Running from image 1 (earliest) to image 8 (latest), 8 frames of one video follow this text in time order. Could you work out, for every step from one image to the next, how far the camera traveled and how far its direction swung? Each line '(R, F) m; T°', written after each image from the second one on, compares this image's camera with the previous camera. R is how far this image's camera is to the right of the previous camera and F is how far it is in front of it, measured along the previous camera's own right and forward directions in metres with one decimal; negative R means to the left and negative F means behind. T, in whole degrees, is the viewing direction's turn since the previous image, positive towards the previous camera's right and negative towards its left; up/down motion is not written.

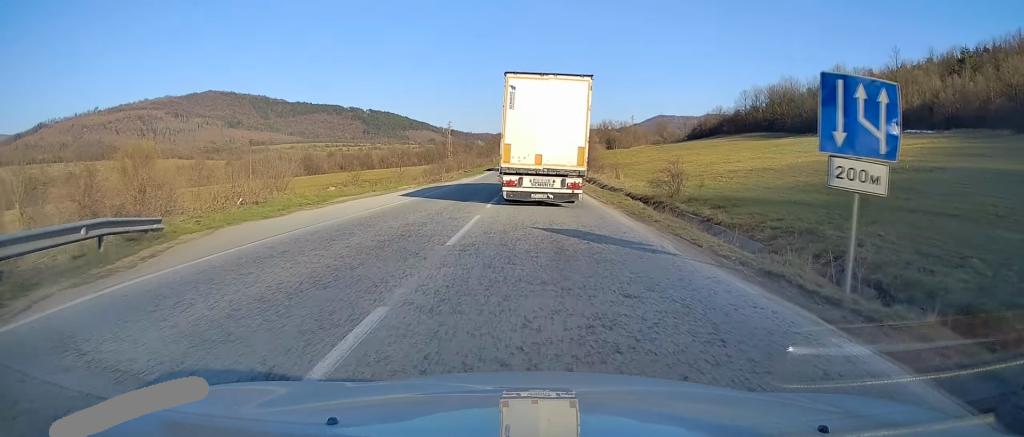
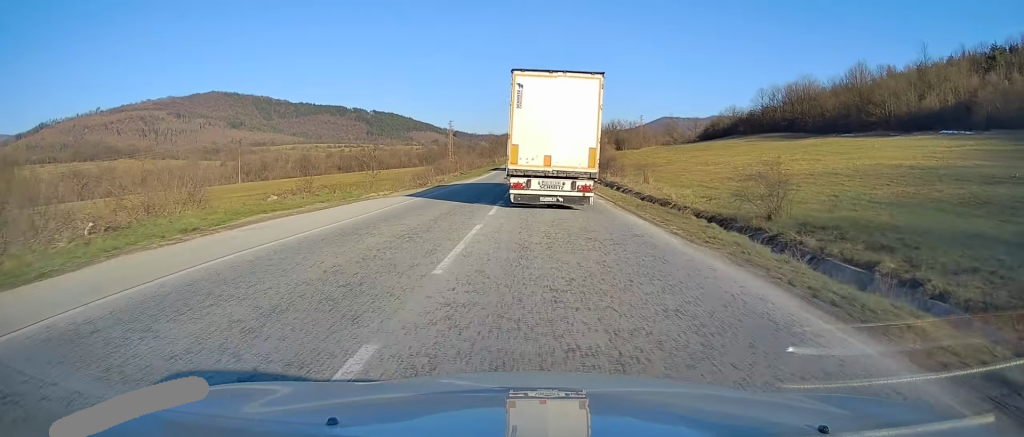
(0.0, +11.7) m; 0°
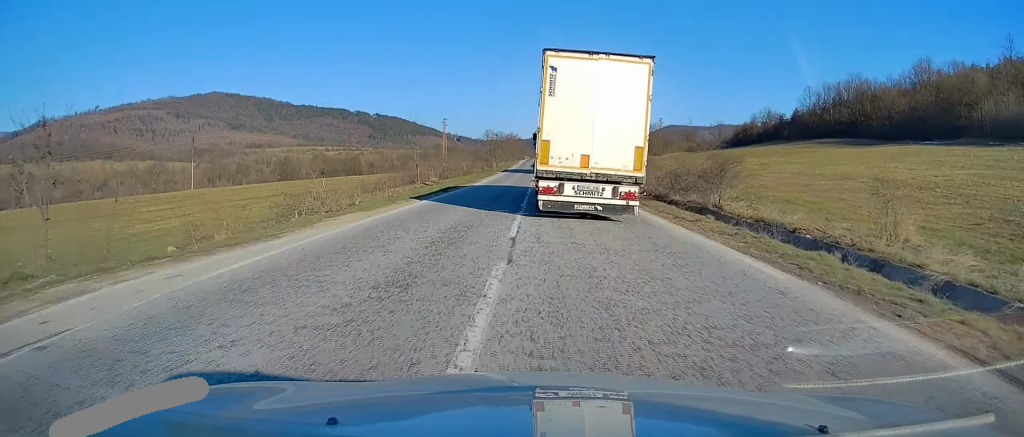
(0.0, +32.0) m; 0°
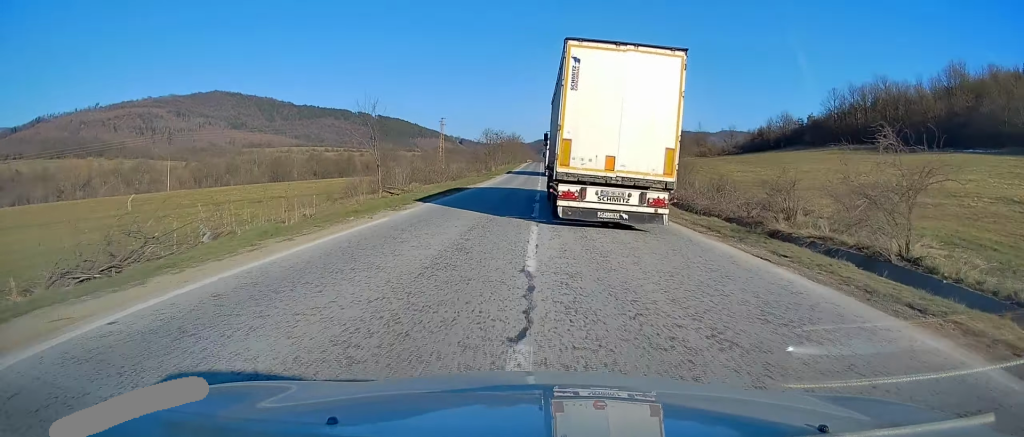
(0.0, +13.0) m; 0°
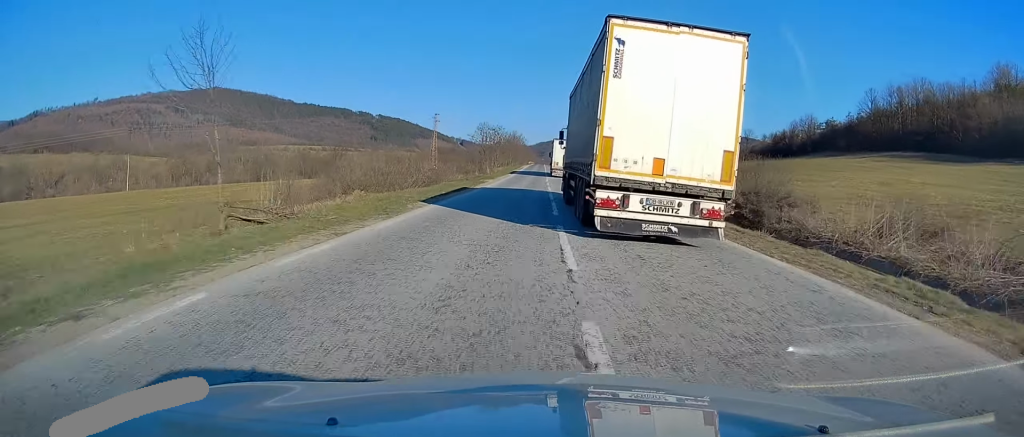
(0.0, +17.8) m; 0°
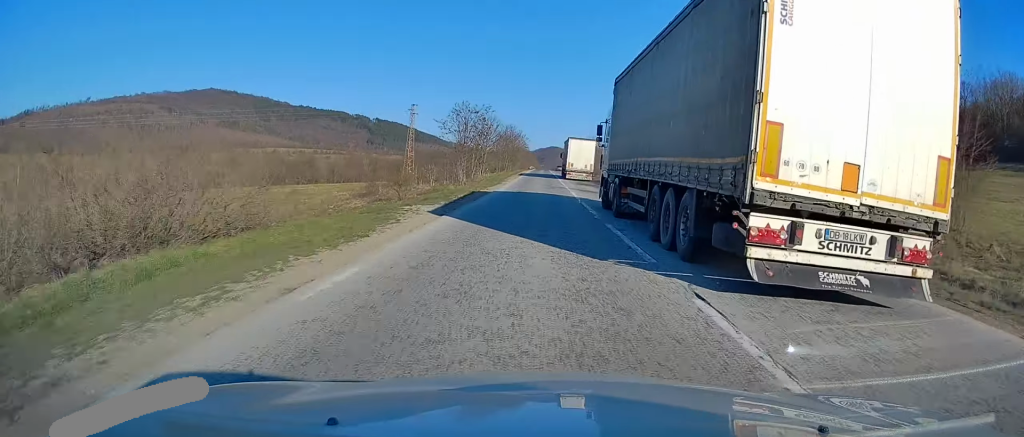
(0.0, +35.0) m; 0°
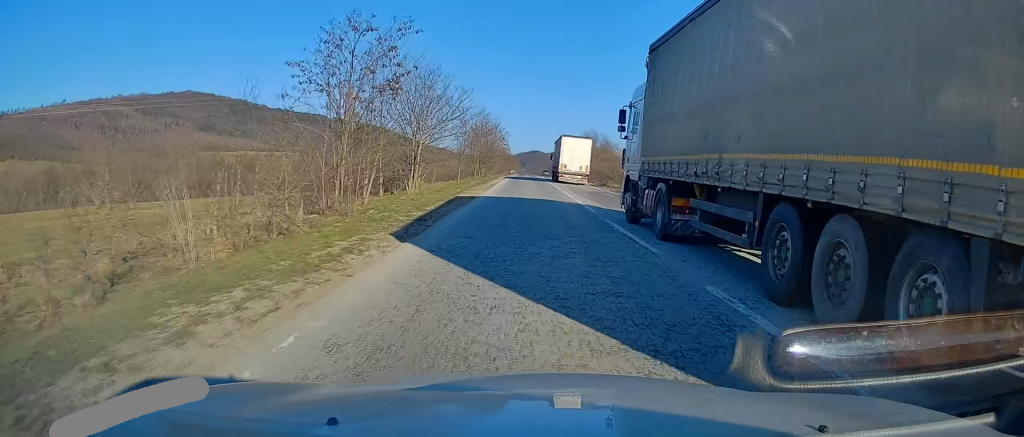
(+0.4, +35.5) m; +1°
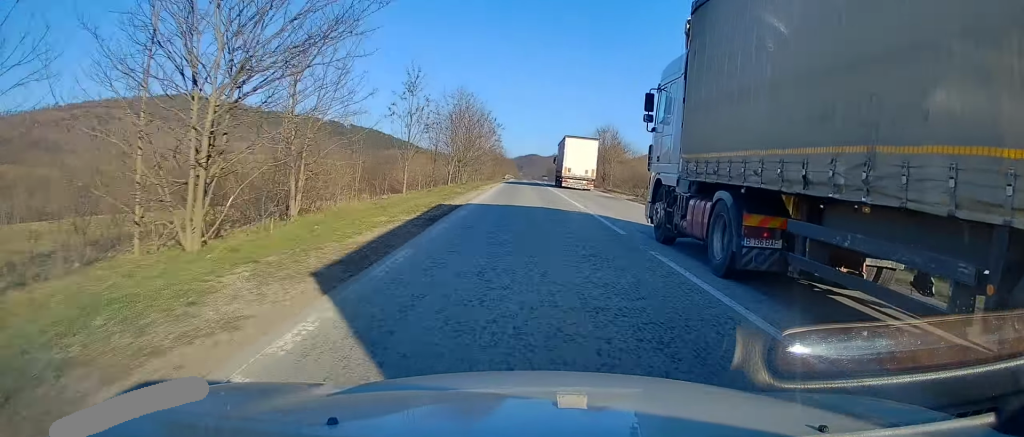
(+0.1, +24.1) m; 0°
